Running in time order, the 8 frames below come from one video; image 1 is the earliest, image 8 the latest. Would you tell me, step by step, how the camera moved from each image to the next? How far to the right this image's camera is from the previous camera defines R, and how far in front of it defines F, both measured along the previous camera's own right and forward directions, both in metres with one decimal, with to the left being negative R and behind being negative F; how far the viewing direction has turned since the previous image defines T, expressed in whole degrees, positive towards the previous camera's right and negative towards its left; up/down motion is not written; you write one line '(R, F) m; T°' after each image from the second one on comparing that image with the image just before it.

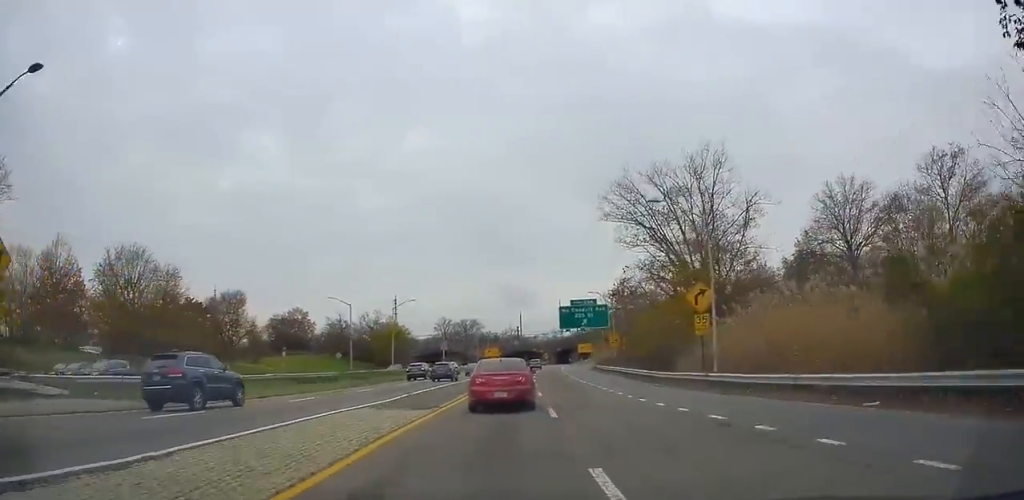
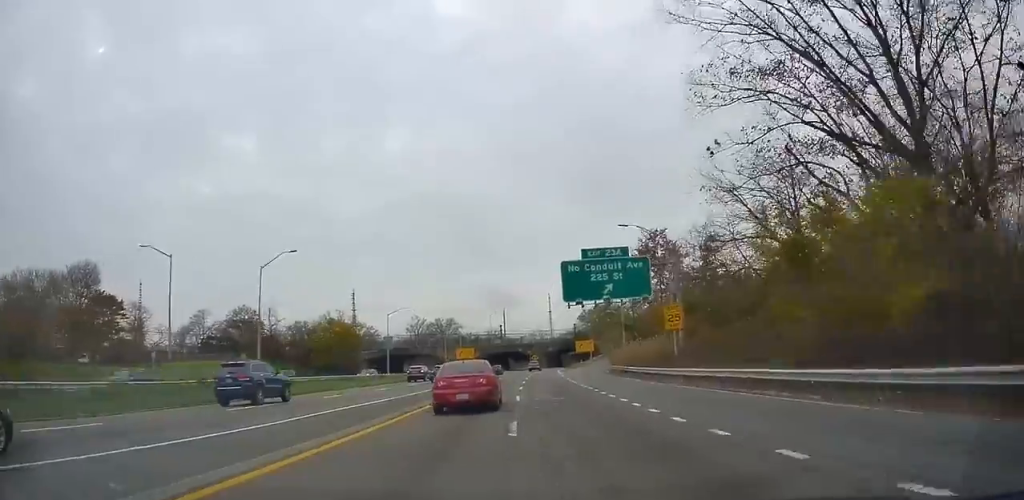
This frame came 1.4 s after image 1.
(+1.4, +33.4) m; +5°
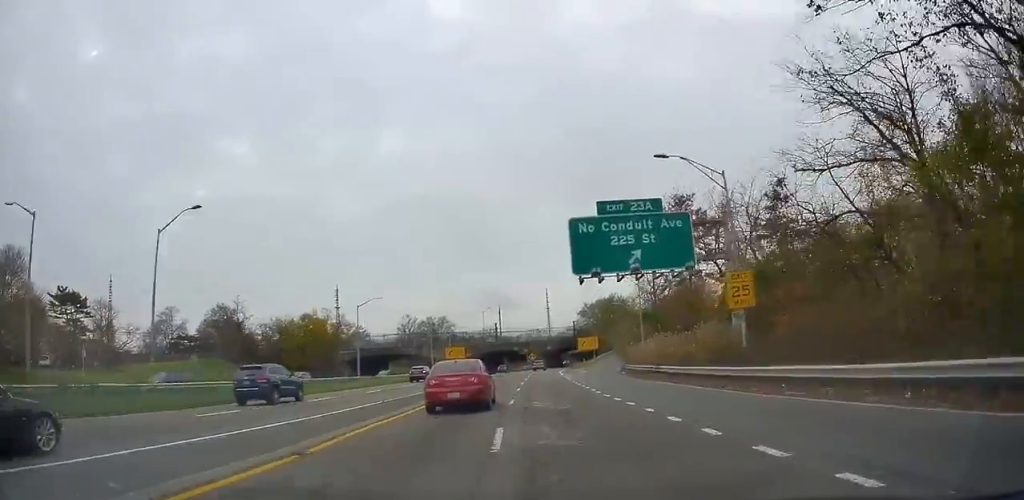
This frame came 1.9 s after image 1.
(+0.5, +11.7) m; 0°
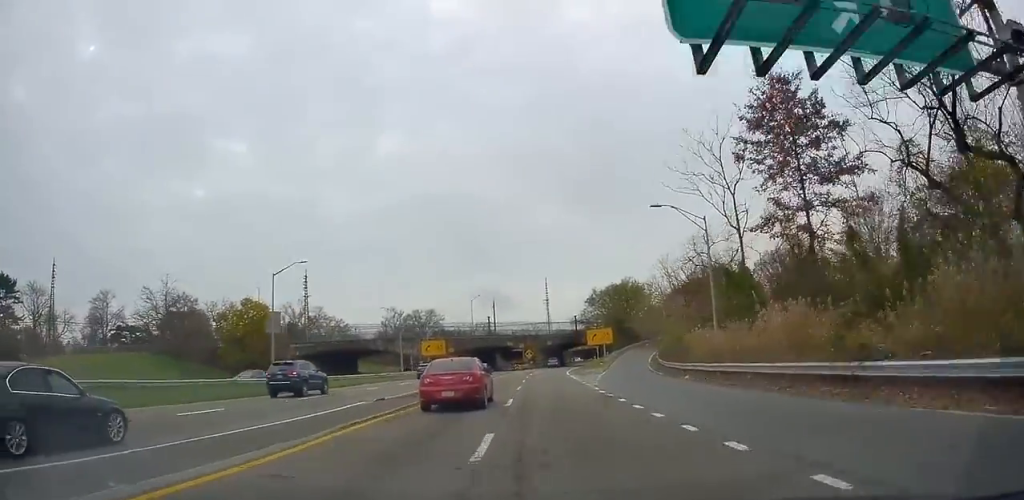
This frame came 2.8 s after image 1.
(-0.1, +20.6) m; 0°
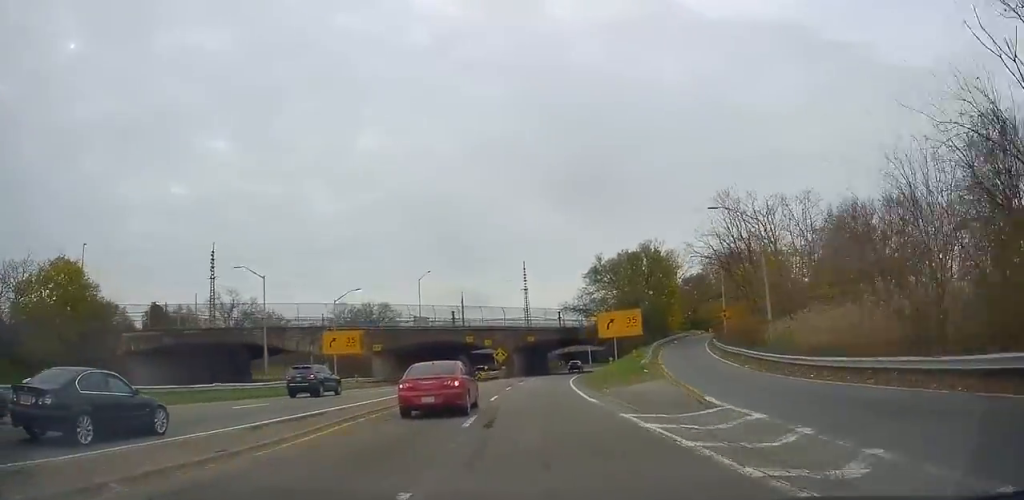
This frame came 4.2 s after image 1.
(+0.4, +34.0) m; +1°
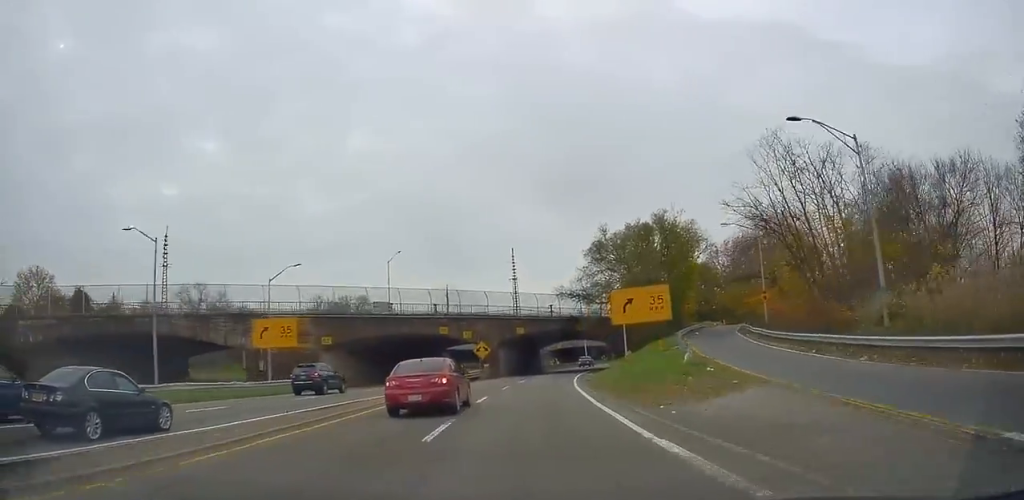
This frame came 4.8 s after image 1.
(-0.2, +12.6) m; +1°
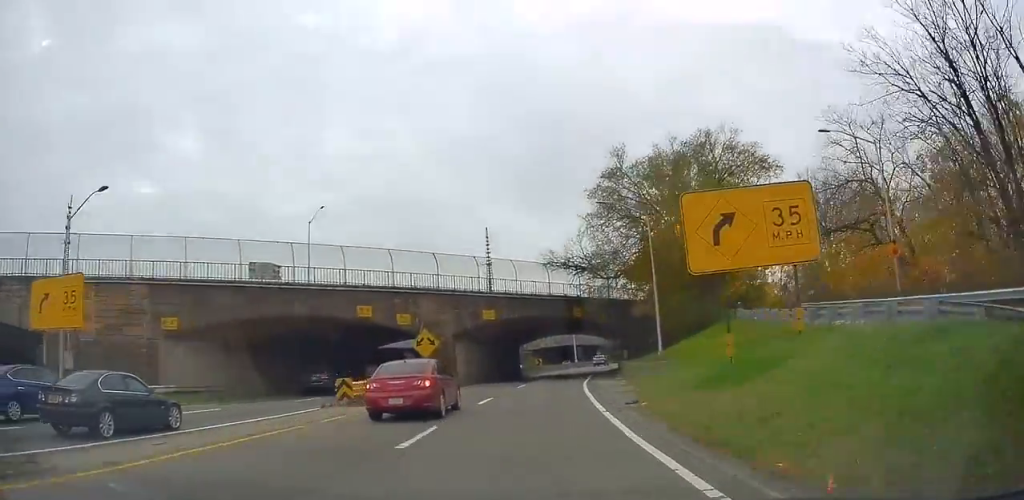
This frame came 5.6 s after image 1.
(+0.3, +20.5) m; +1°
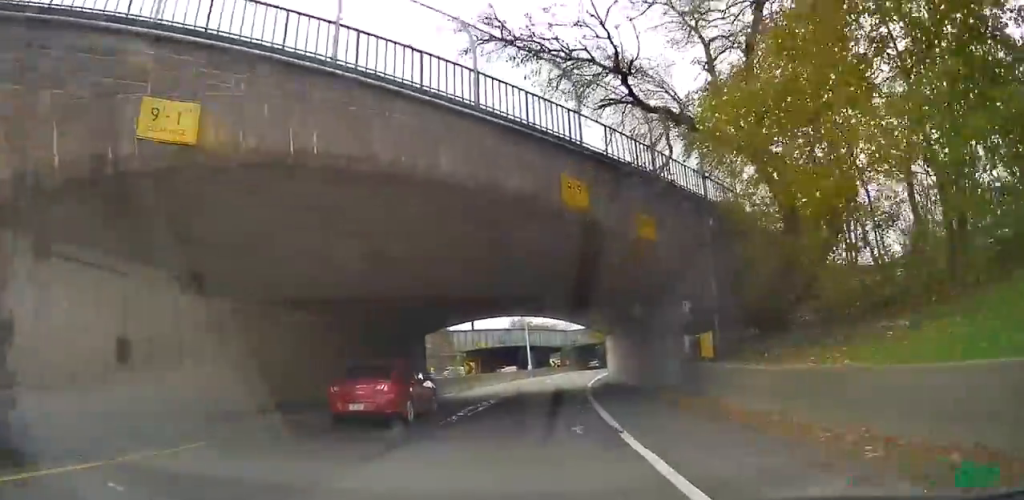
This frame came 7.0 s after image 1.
(+0.1, +32.1) m; +1°
